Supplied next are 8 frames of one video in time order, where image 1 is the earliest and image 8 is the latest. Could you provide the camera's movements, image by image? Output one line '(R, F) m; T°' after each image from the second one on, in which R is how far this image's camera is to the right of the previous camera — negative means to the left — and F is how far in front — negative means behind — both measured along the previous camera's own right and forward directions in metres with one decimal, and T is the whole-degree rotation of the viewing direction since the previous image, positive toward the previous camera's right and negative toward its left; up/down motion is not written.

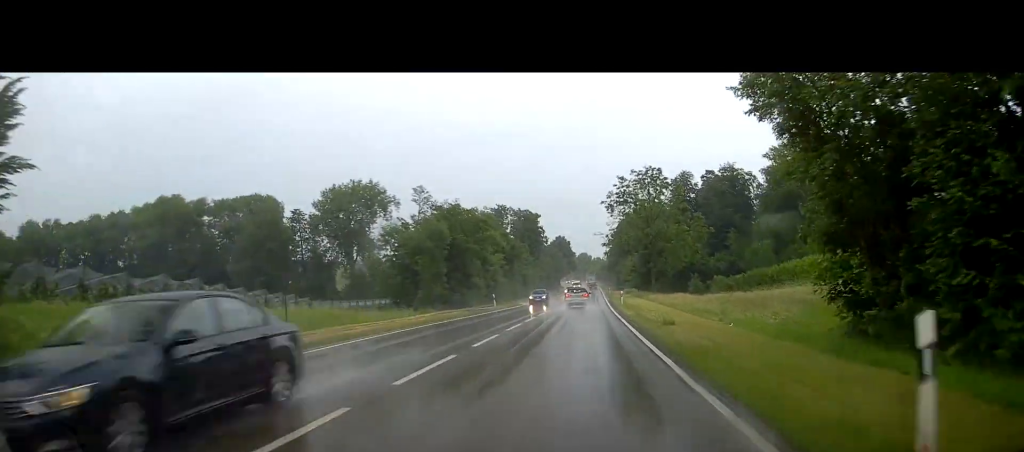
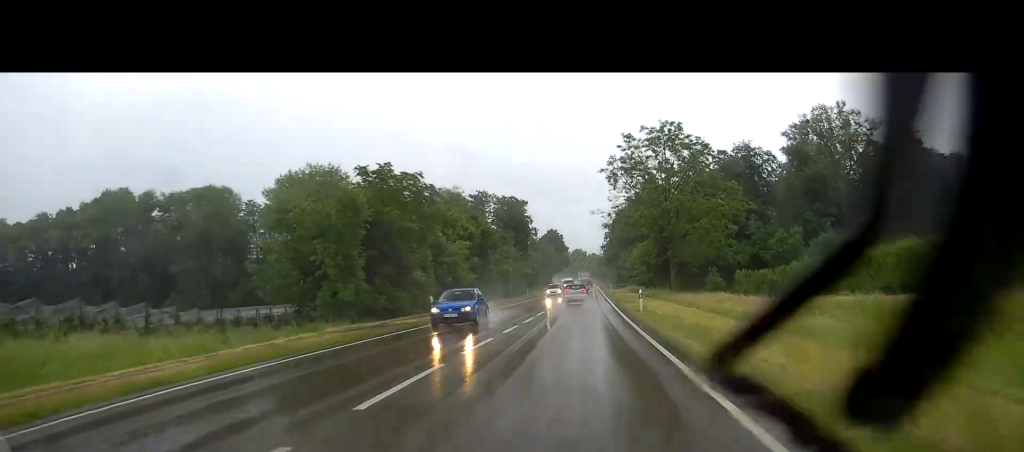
(+0.1, +19.7) m; +1°
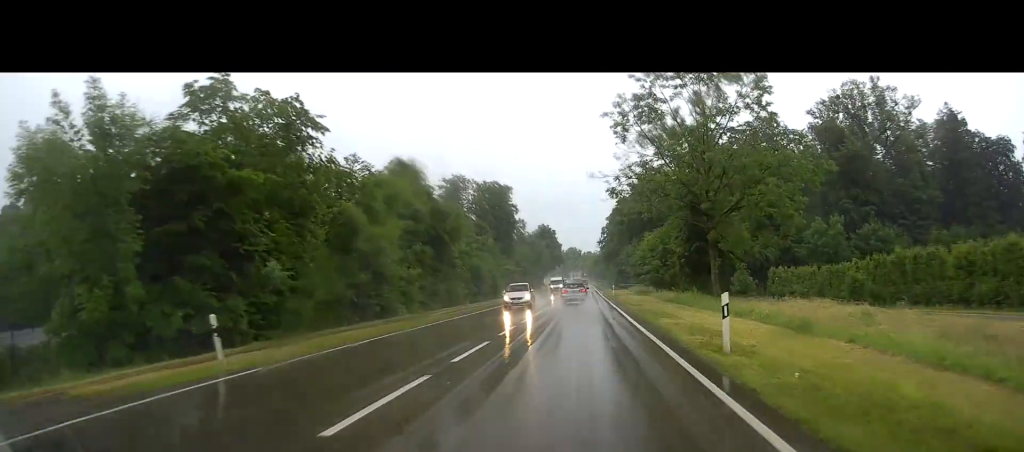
(+0.3, +19.1) m; +1°
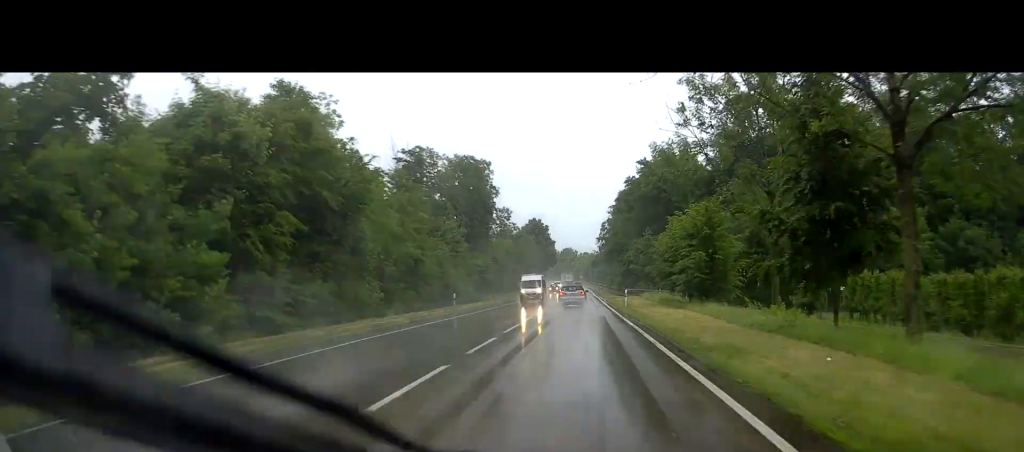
(0.0, +22.7) m; 0°
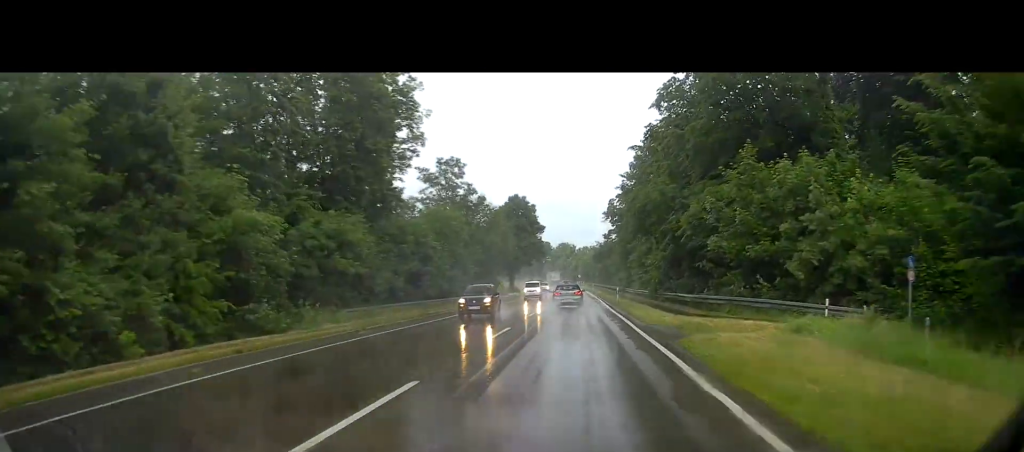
(+0.2, +44.3) m; 0°
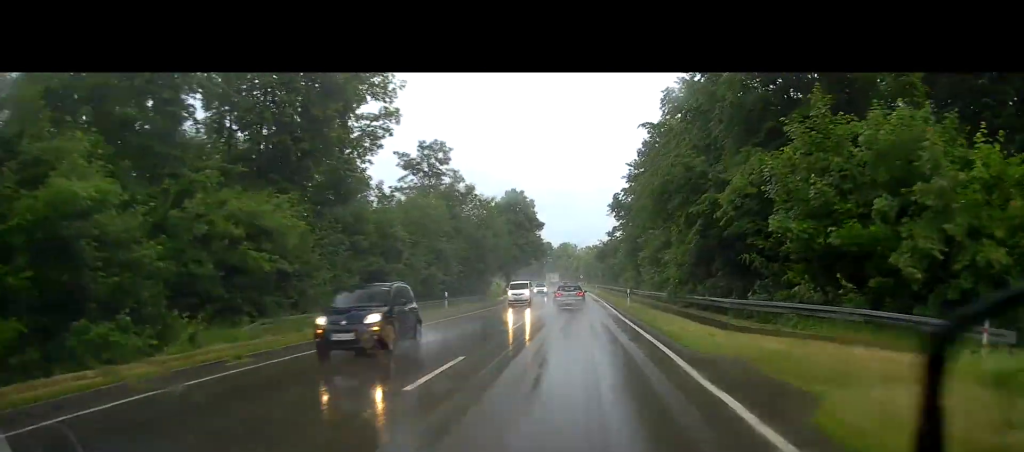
(0.0, +8.6) m; 0°
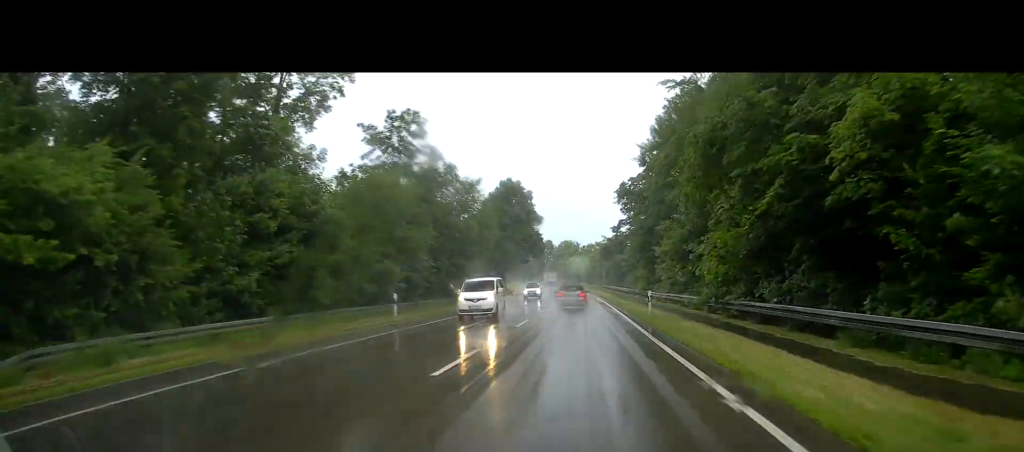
(0.0, +10.7) m; -1°
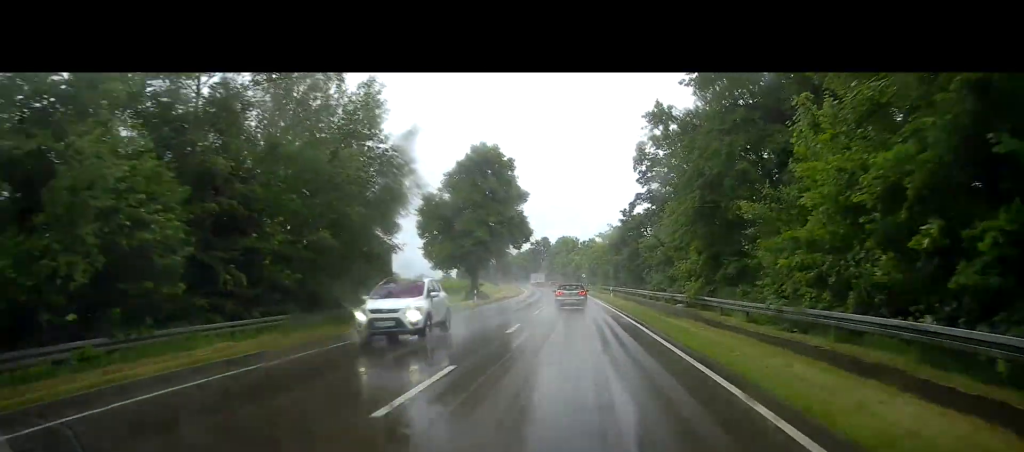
(-0.4, +27.4) m; 0°
